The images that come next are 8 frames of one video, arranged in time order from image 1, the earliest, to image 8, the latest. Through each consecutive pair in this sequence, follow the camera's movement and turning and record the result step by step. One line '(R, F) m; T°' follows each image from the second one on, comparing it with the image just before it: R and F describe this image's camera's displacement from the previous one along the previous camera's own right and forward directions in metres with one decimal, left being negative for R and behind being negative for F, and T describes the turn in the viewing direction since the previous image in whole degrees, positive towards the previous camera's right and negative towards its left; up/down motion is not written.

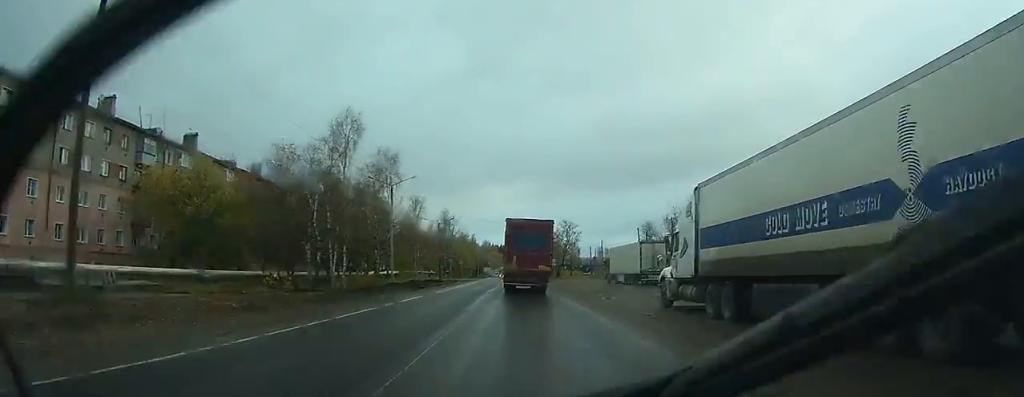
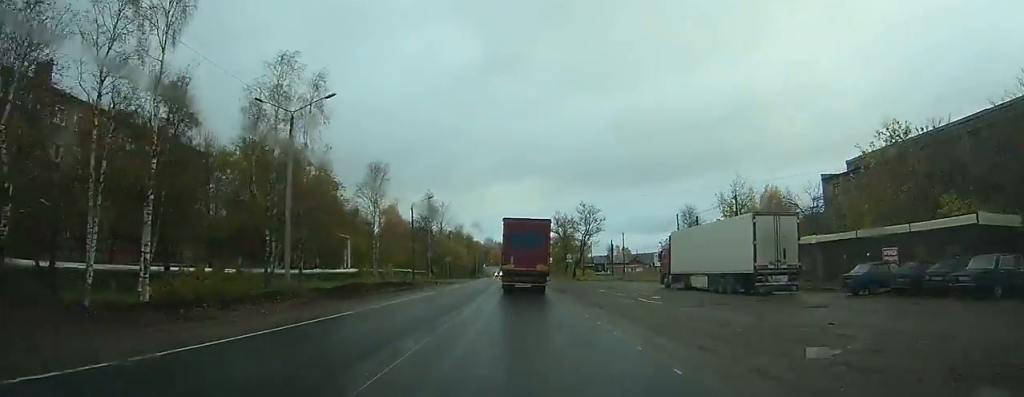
(-0.1, +27.4) m; 0°
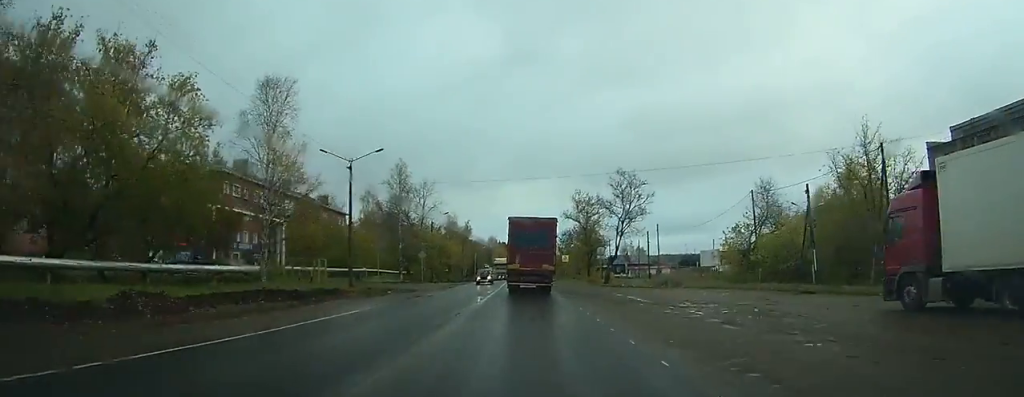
(+0.1, +28.2) m; 0°
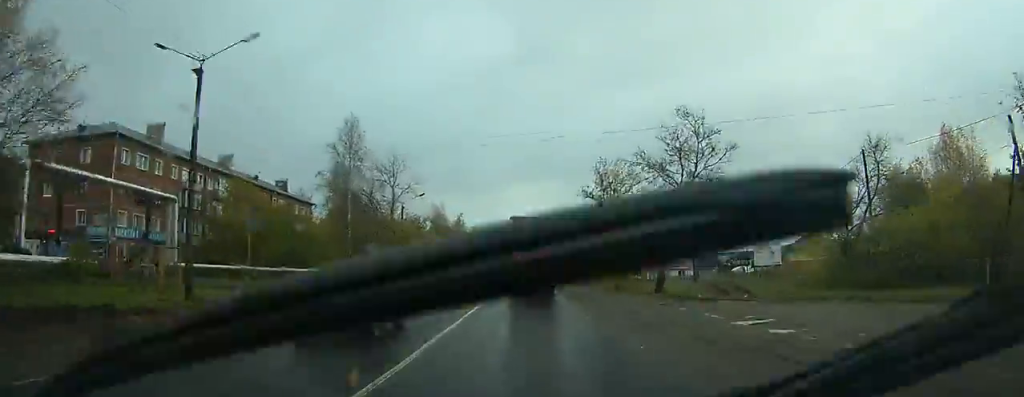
(0.0, +21.7) m; 0°
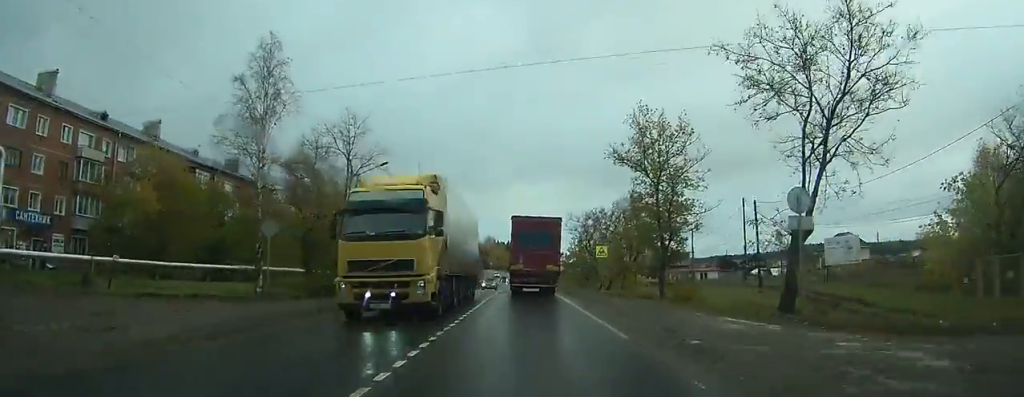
(0.0, +17.7) m; 0°
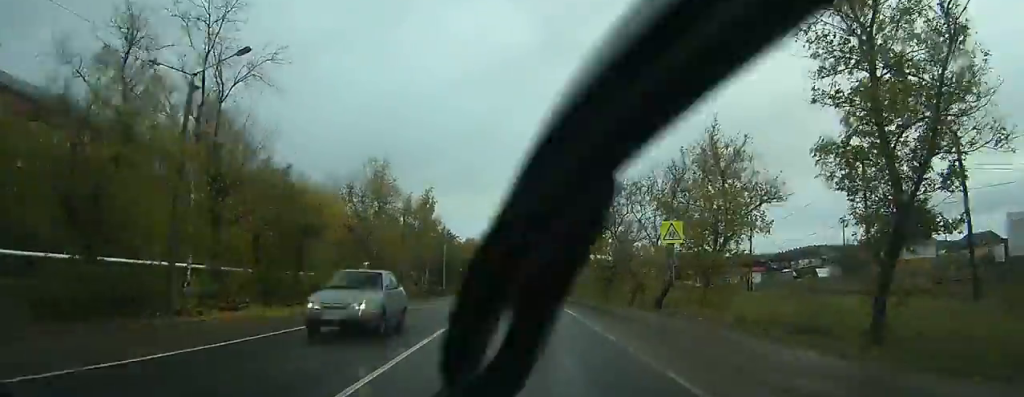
(-0.2, +23.9) m; 0°
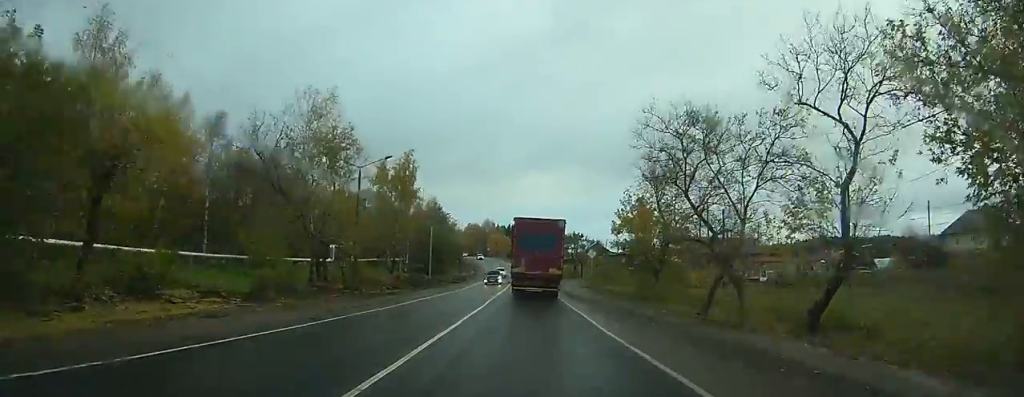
(+0.1, +19.8) m; 0°
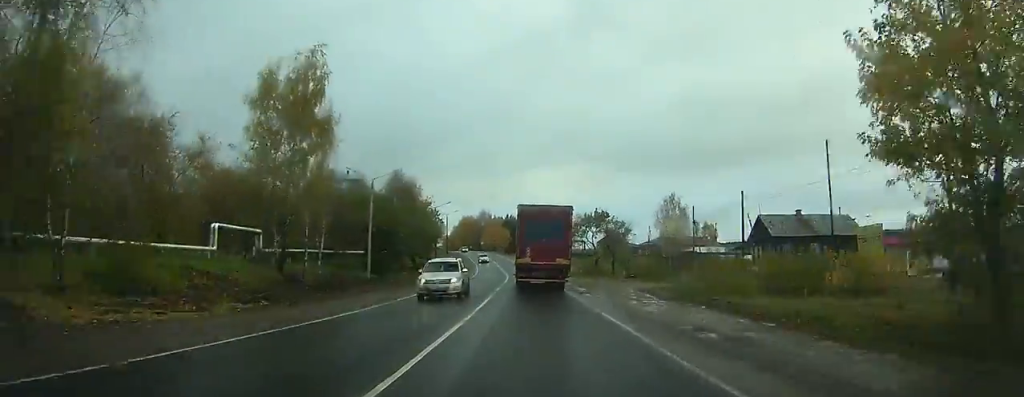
(+0.1, +32.4) m; 0°
